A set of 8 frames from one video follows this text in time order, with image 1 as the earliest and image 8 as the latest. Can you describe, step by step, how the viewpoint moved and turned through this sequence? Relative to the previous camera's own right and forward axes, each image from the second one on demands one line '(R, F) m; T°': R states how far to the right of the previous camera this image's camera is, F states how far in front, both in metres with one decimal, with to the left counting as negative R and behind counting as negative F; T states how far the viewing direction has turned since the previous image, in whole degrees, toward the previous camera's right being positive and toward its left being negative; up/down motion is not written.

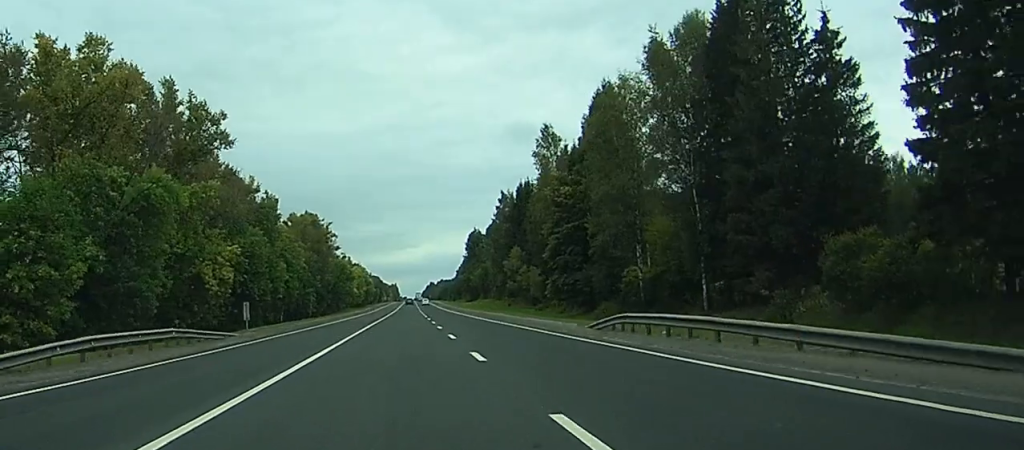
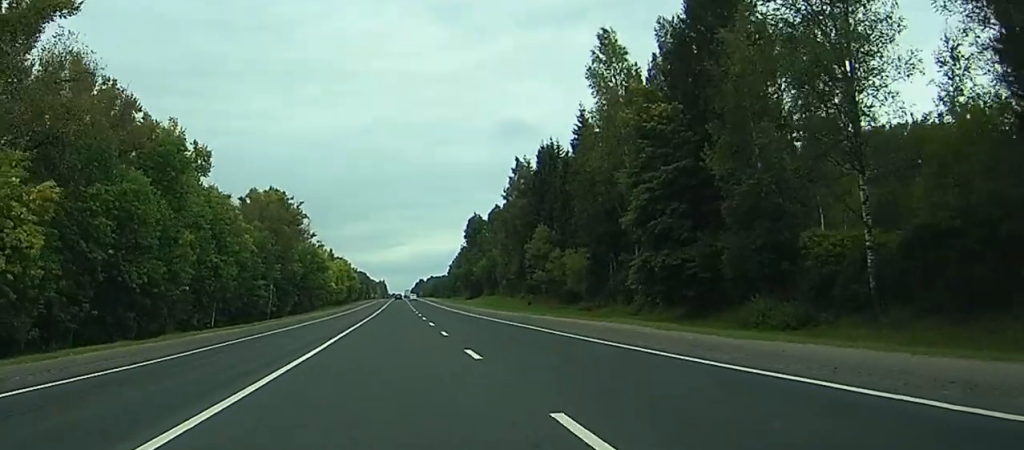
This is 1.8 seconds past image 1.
(+0.4, +47.9) m; +1°
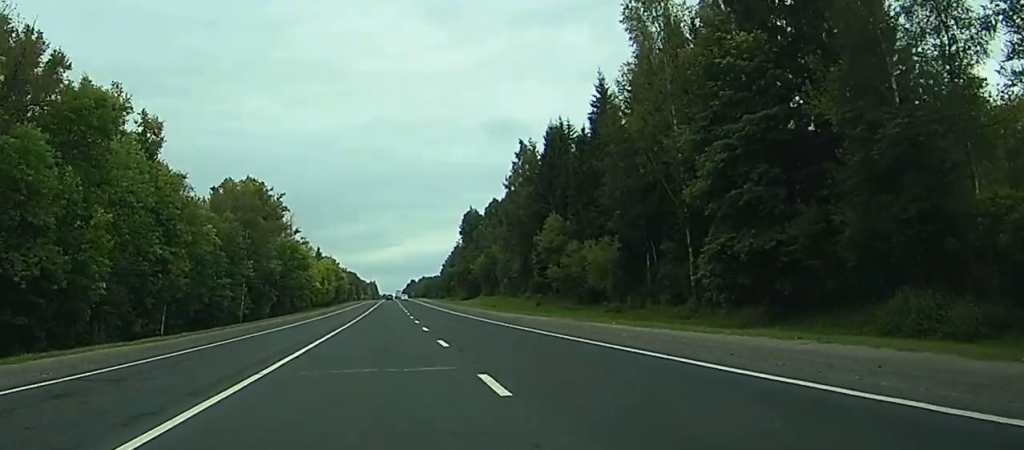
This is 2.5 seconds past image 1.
(+0.1, +19.1) m; 0°
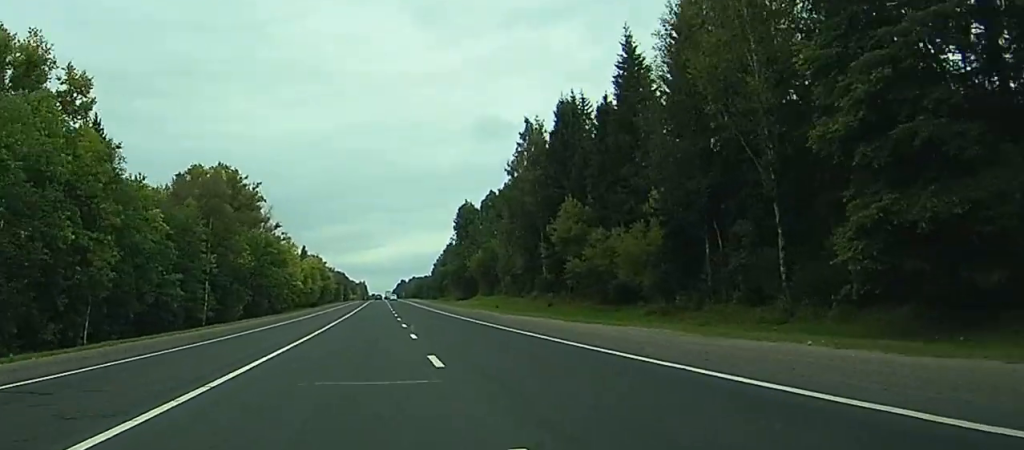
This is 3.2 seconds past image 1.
(+0.1, +19.1) m; 0°
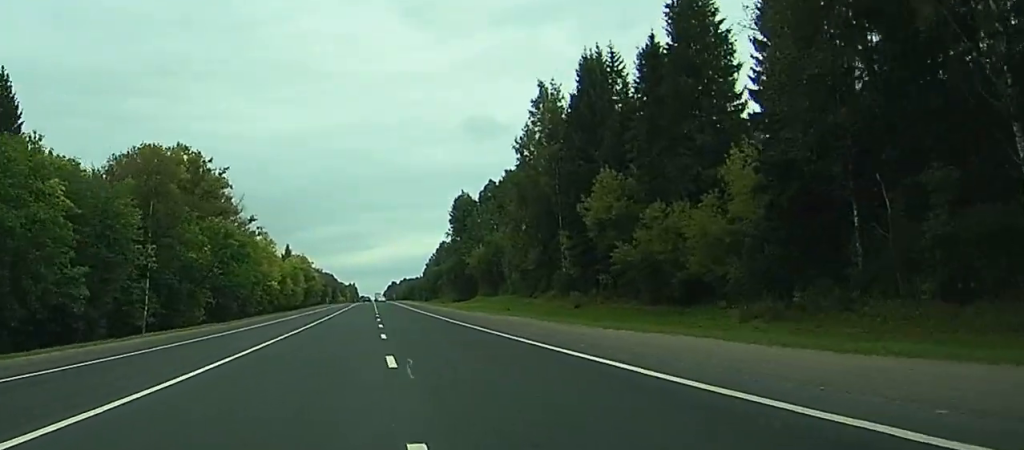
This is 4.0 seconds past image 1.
(+0.1, +23.7) m; 0°
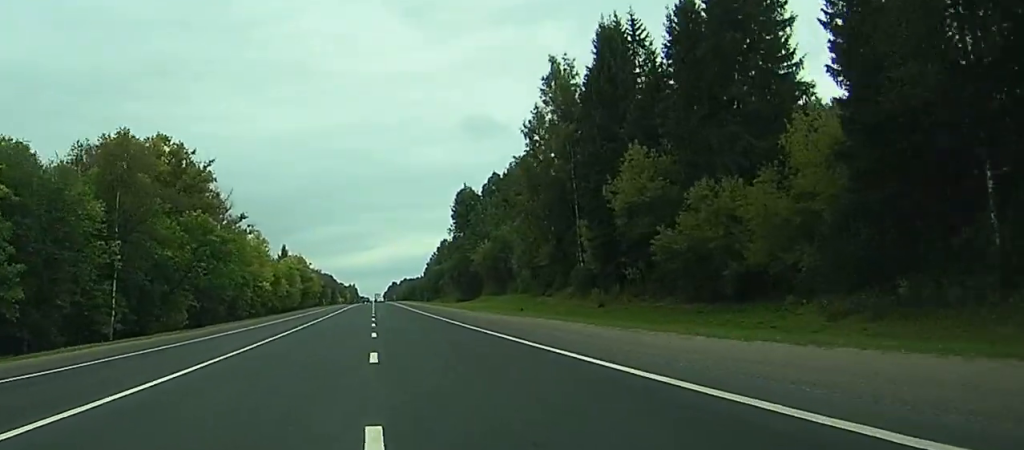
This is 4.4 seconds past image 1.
(0.0, +10.9) m; 0°
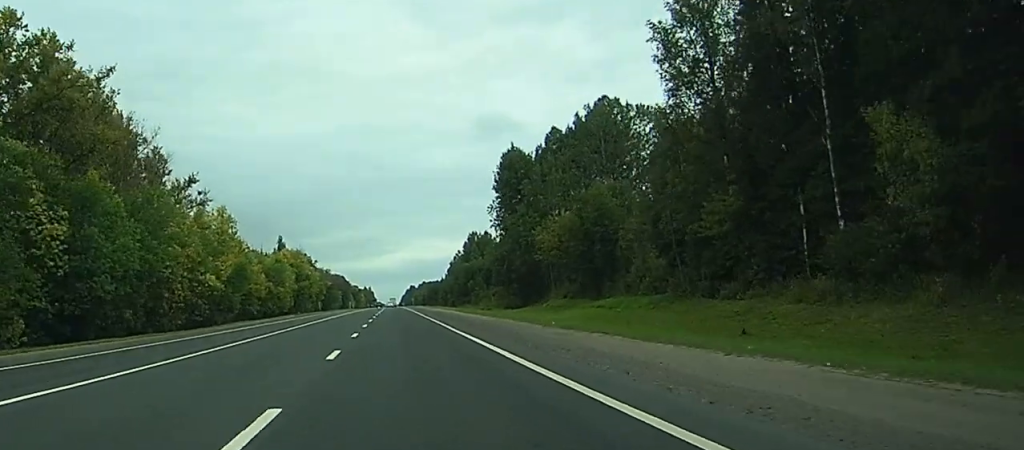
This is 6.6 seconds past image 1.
(-0.2, +58.4) m; 0°
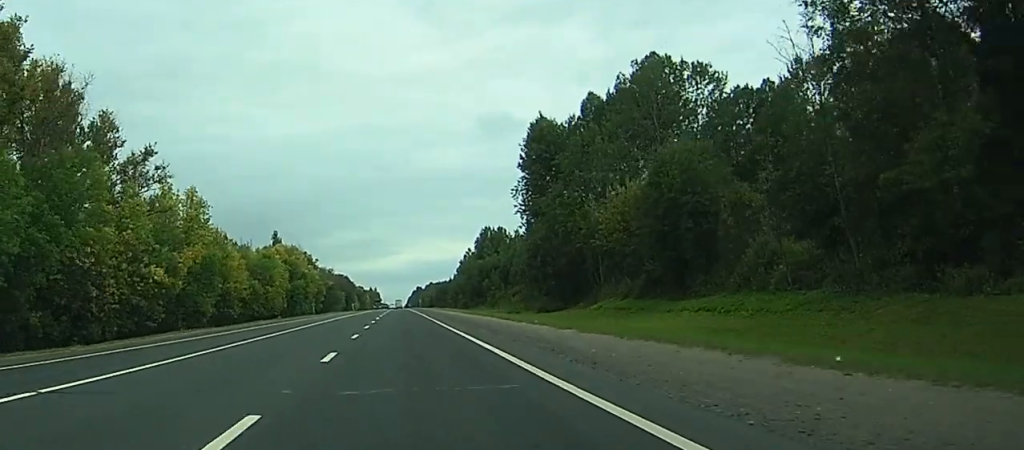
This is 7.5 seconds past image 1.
(0.0, +24.5) m; 0°
